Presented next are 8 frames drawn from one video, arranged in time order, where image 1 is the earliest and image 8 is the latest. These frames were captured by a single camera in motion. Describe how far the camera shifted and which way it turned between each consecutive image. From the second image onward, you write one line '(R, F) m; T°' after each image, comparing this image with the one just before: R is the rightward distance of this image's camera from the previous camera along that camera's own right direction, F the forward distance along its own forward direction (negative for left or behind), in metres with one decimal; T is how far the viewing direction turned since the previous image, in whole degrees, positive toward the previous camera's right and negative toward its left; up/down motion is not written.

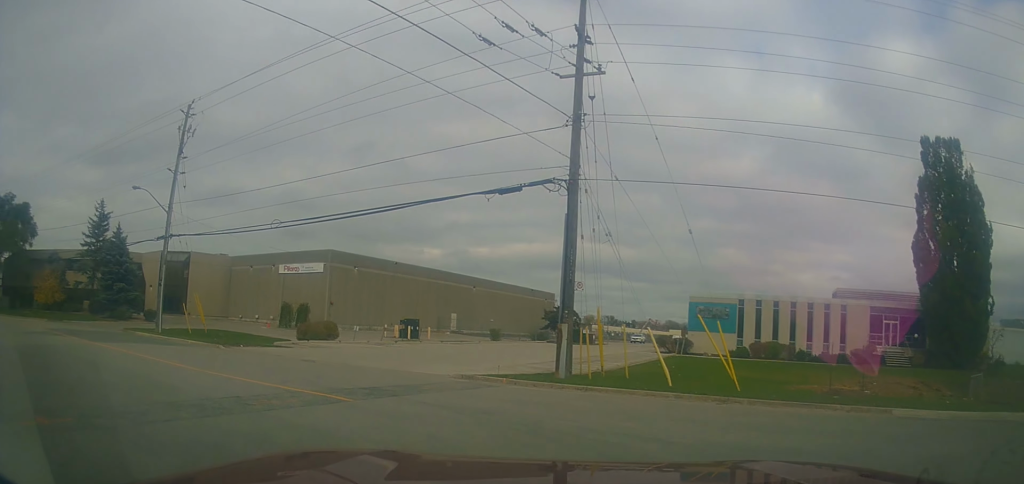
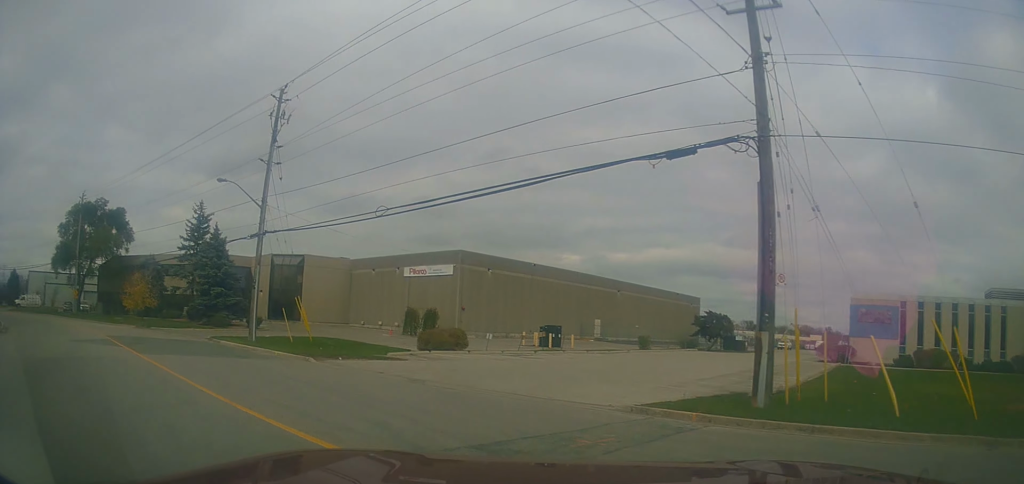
(-0.3, +4.6) m; -13°
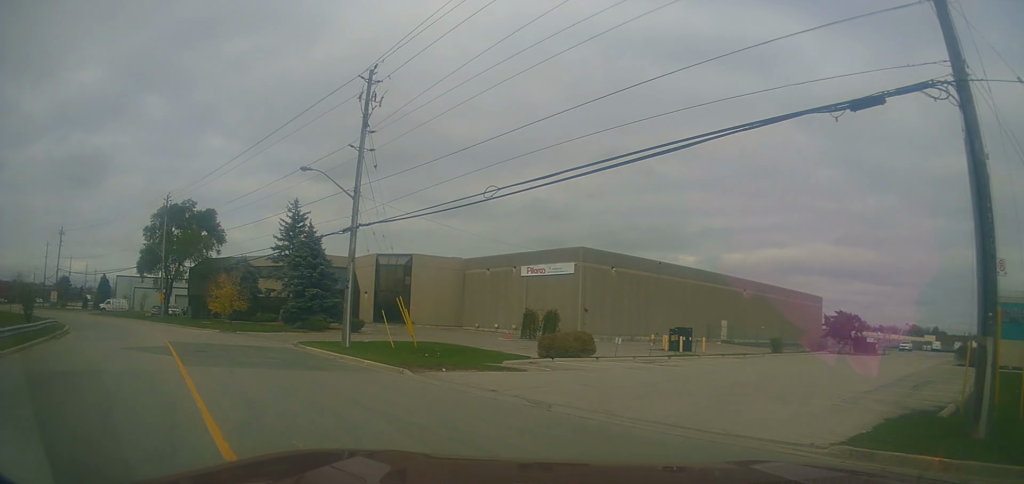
(-0.4, +3.8) m; -13°
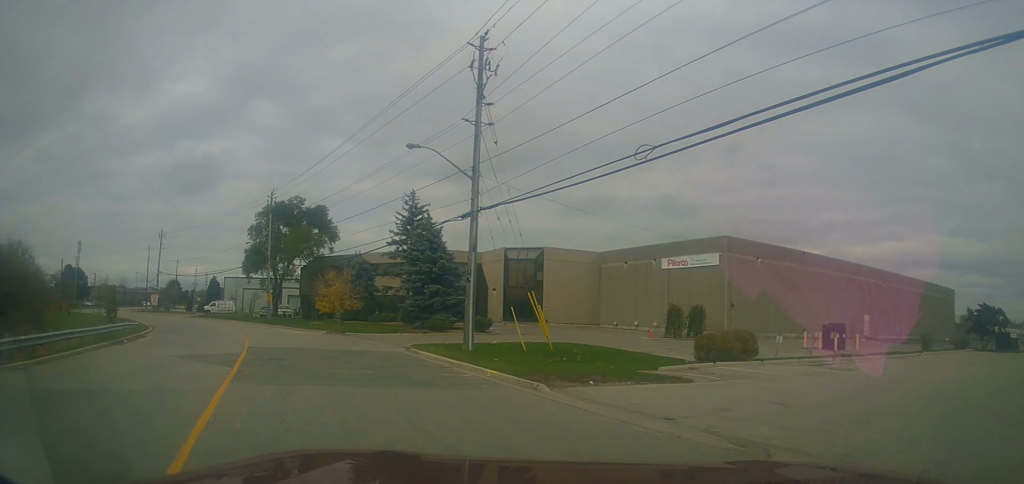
(-0.6, +4.1) m; -13°
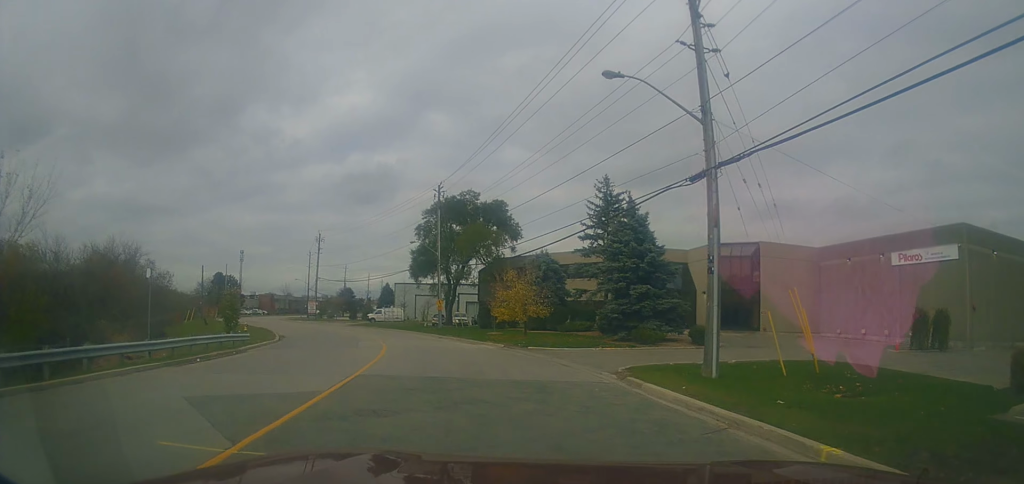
(-1.5, +8.1) m; -15°
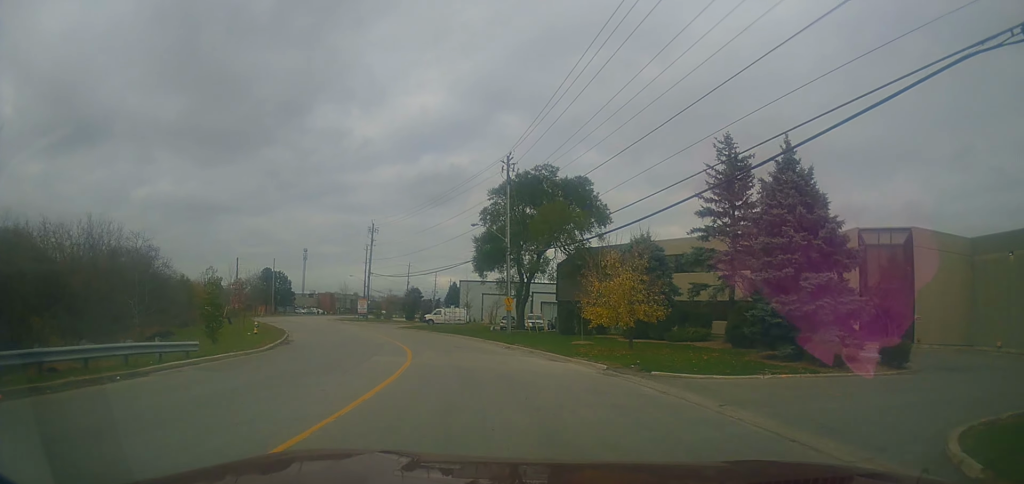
(-0.9, +11.7) m; -9°
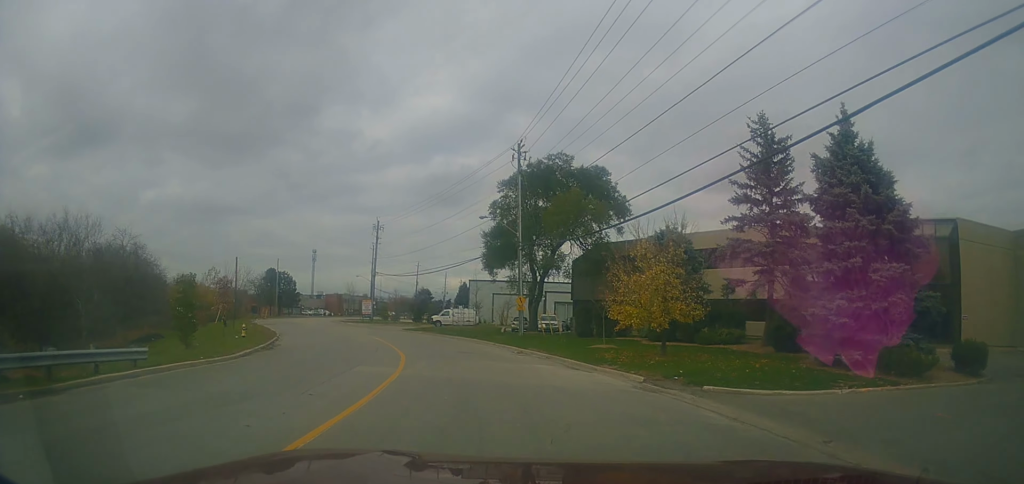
(-0.1, +3.6) m; -3°
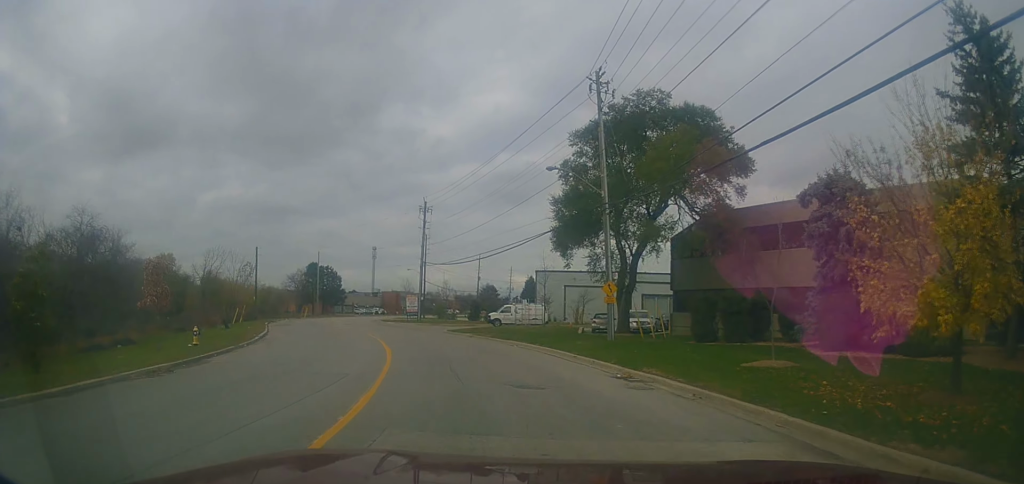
(-0.8, +12.7) m; -7°
